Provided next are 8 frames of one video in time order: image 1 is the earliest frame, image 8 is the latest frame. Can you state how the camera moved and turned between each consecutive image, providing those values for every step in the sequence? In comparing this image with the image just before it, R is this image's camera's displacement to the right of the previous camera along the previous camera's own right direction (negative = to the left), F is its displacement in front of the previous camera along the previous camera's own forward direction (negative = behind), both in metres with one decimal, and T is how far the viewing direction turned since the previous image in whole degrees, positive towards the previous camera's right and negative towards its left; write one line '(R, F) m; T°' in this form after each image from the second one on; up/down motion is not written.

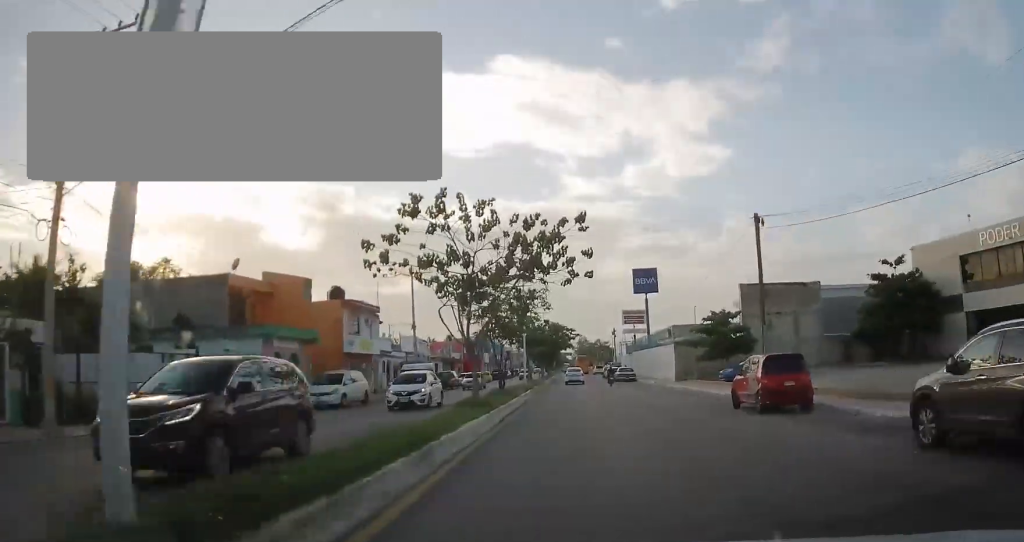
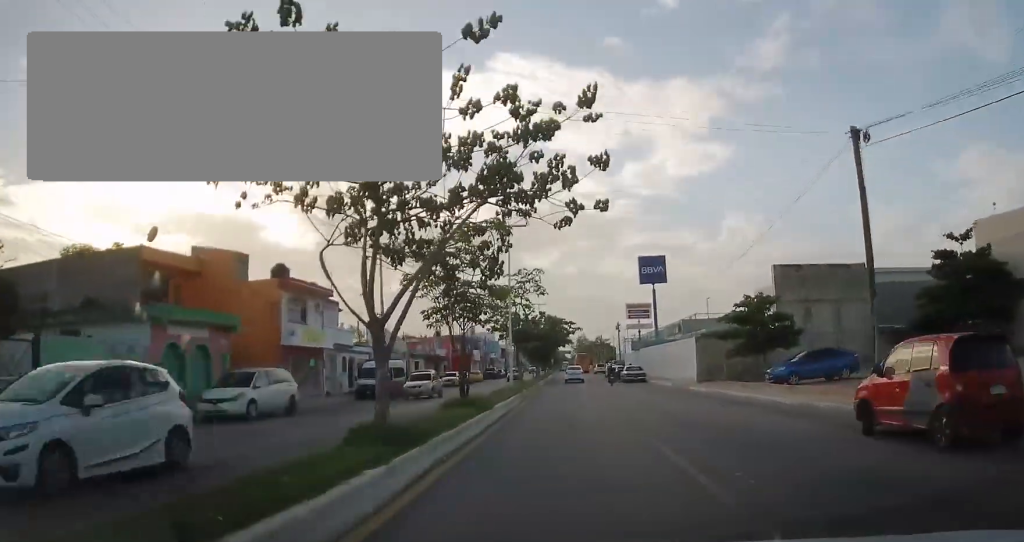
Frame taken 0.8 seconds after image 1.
(-0.1, +8.4) m; 0°
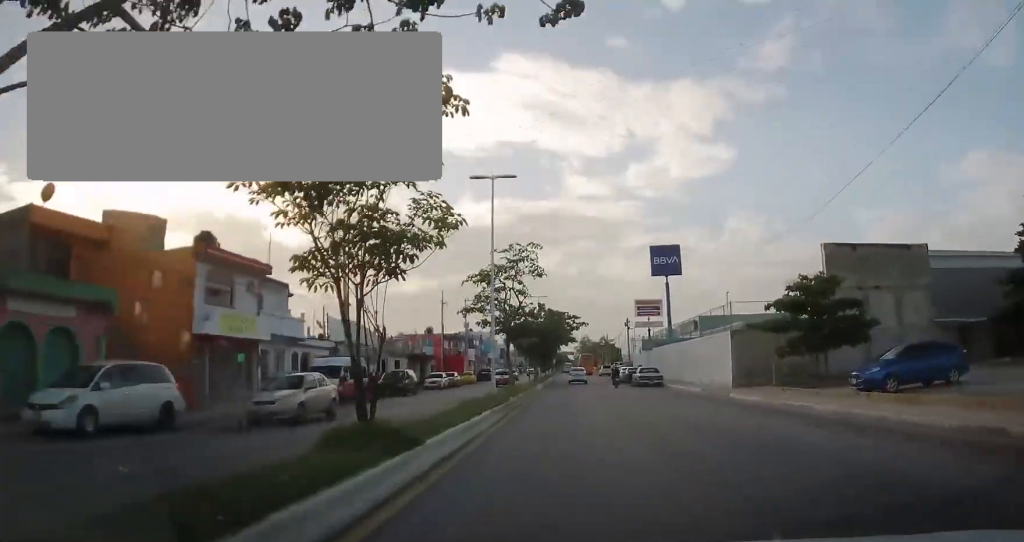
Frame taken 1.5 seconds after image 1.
(-0.2, +8.0) m; +1°
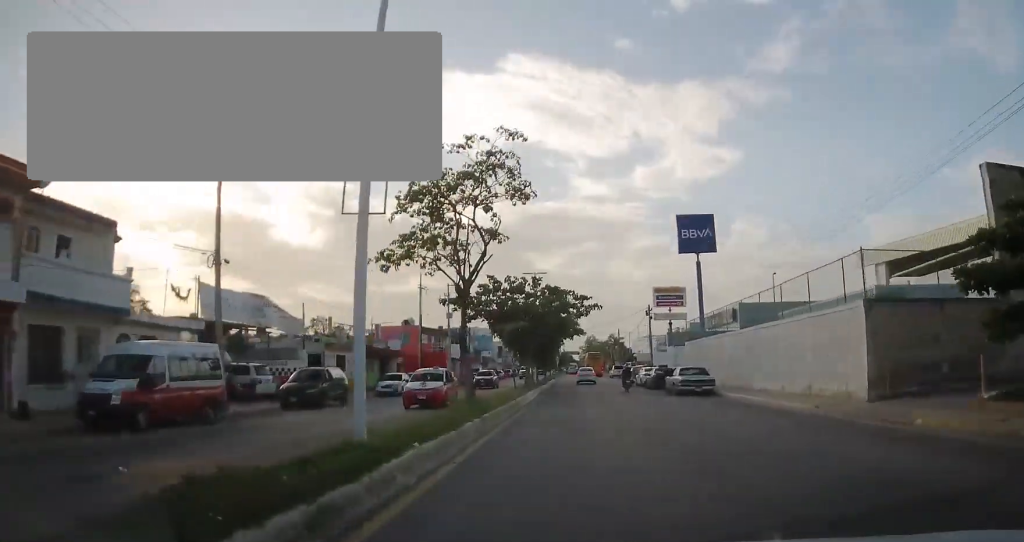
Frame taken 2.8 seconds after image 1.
(+0.3, +14.3) m; -2°
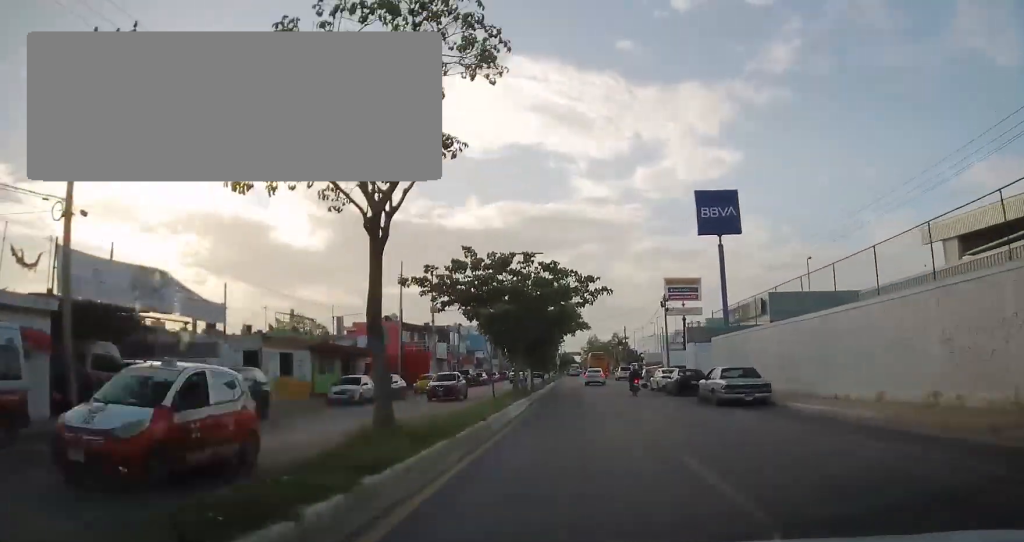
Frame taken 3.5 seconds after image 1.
(-0.4, +8.1) m; -2°
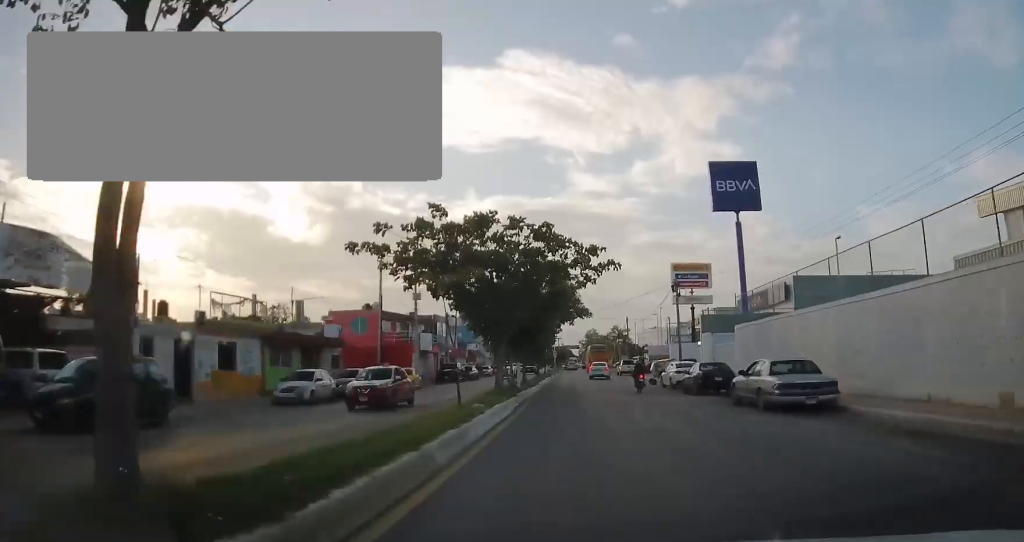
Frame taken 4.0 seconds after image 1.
(0.0, +5.8) m; +1°
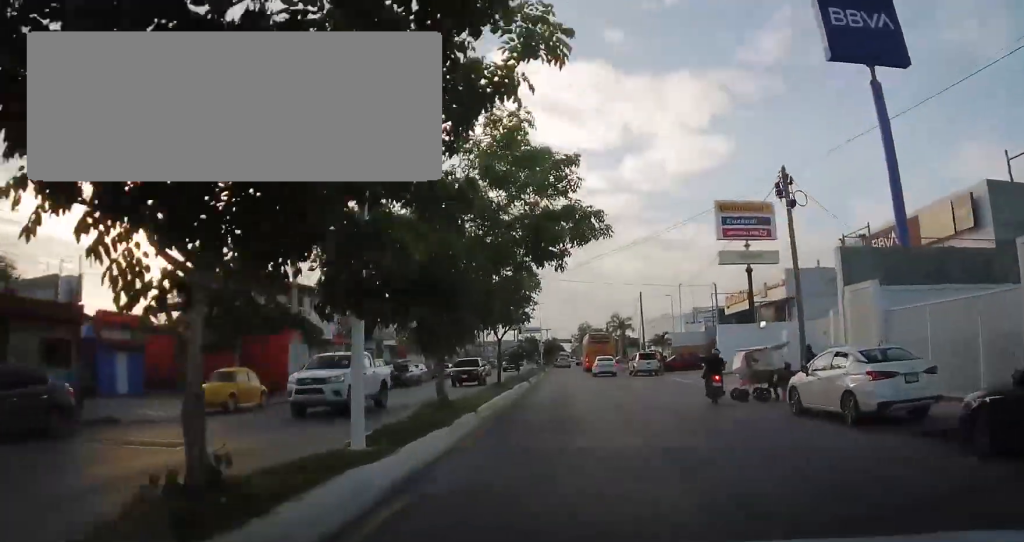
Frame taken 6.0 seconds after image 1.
(+0.3, +23.3) m; +1°
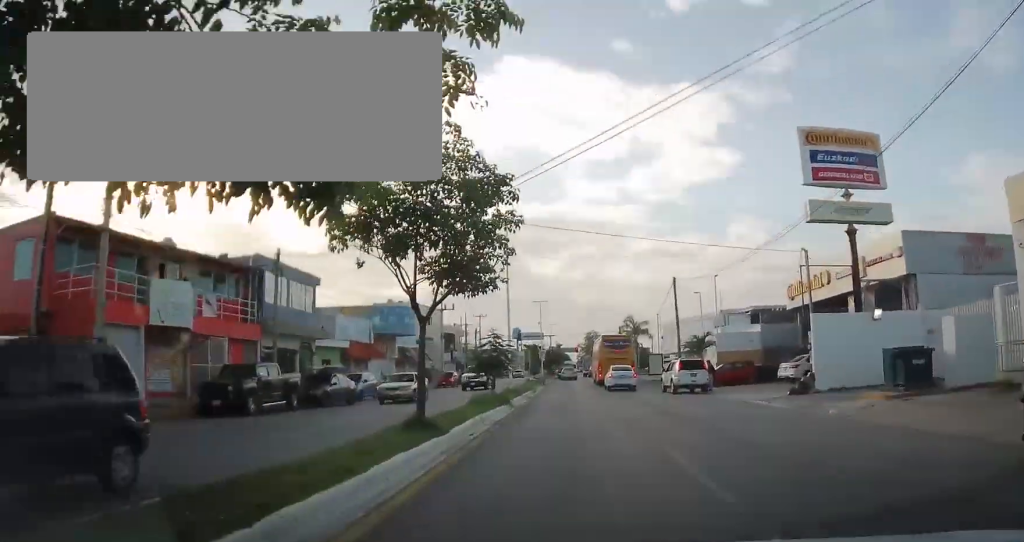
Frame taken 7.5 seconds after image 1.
(+0.2, +15.4) m; -1°
